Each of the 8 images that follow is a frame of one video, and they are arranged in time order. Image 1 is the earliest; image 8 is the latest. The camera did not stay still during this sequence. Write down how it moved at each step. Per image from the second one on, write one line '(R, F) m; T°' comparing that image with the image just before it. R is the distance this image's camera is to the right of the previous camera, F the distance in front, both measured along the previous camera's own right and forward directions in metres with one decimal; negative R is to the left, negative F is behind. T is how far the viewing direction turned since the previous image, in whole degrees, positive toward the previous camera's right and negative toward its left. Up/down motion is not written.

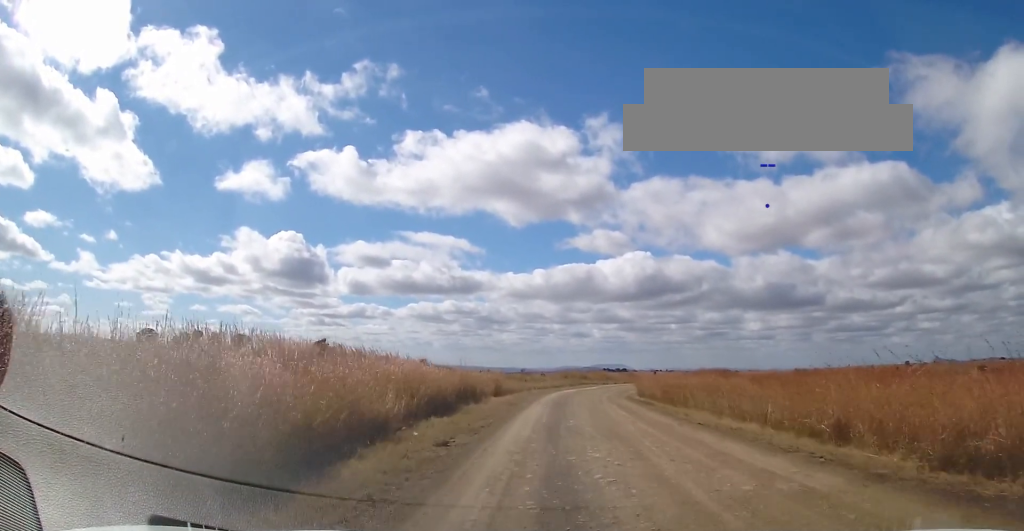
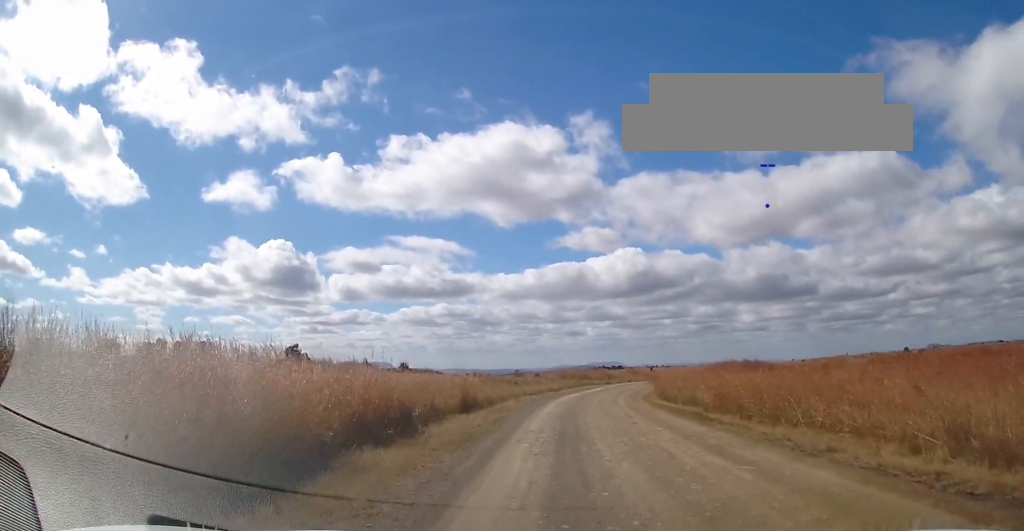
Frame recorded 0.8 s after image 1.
(-0.3, +13.3) m; 0°
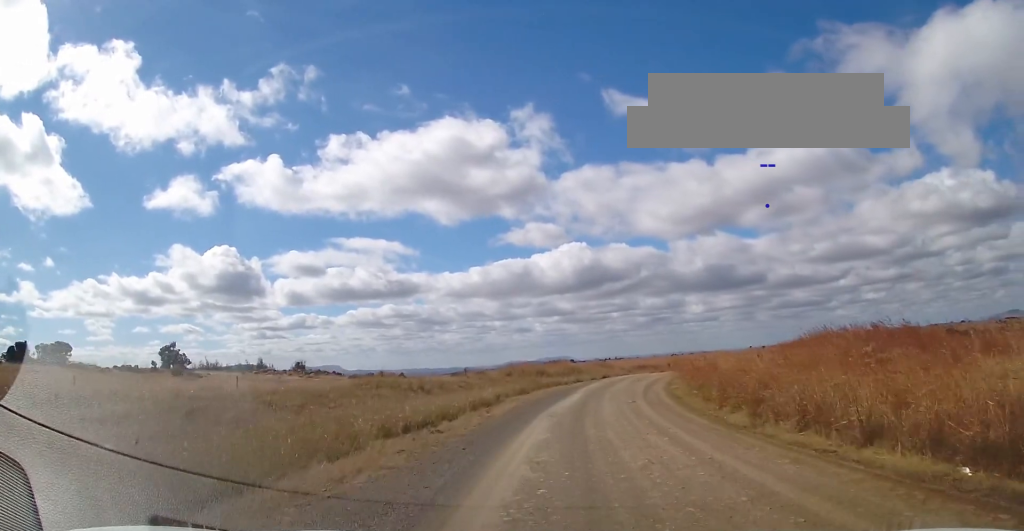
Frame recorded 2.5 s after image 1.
(+1.0, +30.9) m; +5°
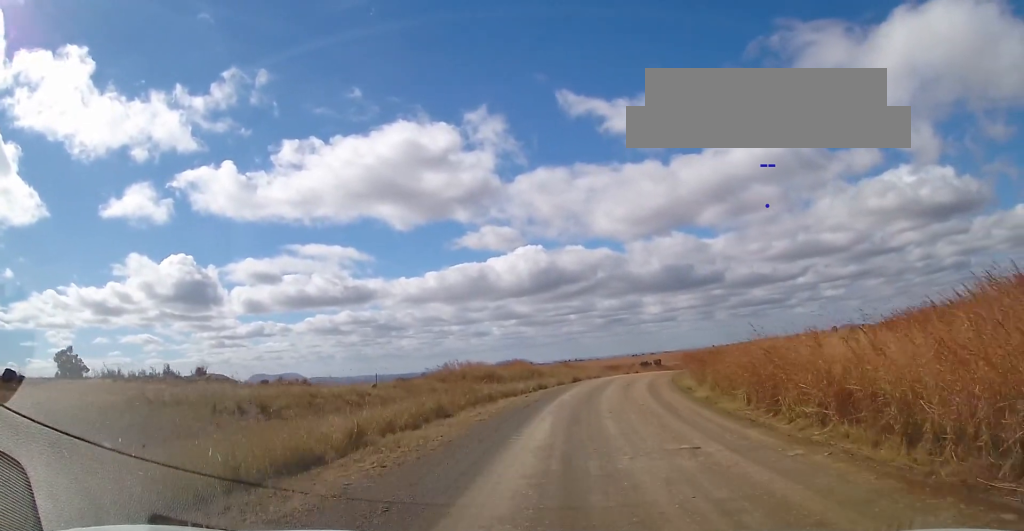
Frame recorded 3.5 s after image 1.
(+0.5, +17.1) m; +4°
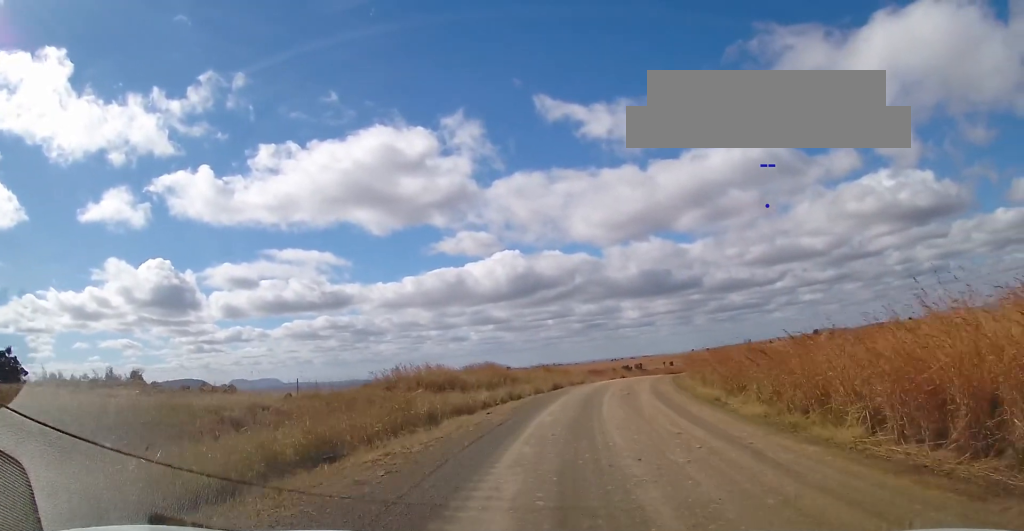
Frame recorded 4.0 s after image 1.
(0.0, +8.9) m; +2°
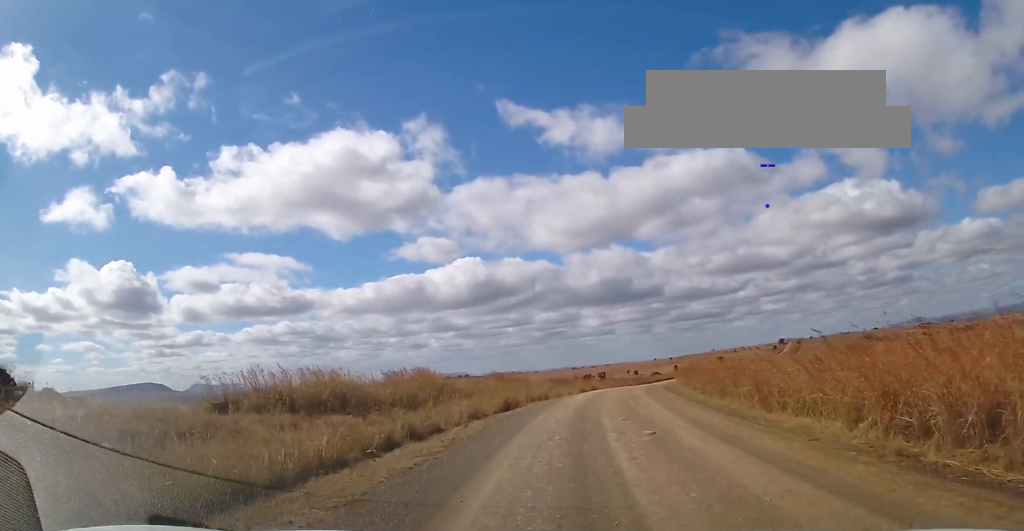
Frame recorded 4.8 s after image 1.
(+0.5, +14.6) m; +4°
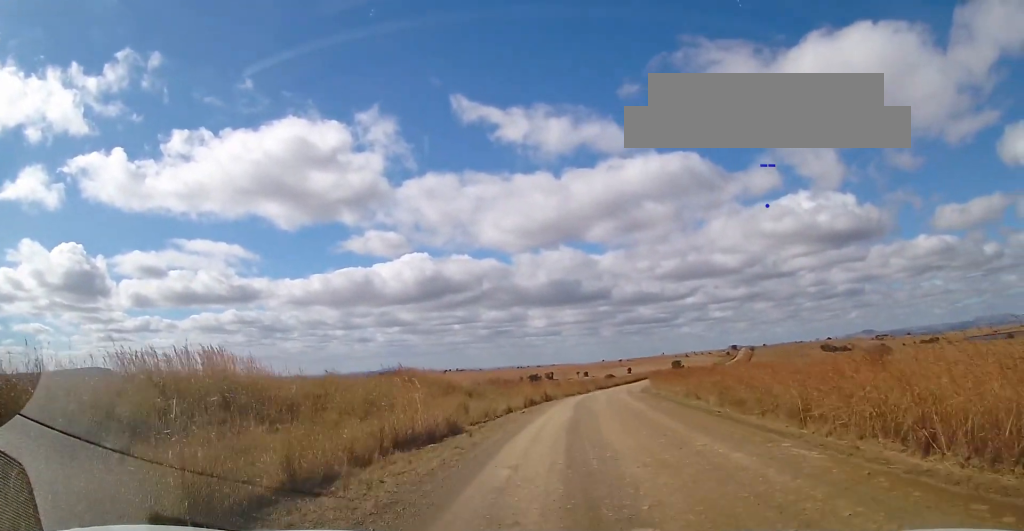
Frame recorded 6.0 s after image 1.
(+1.0, +23.3) m; +5°
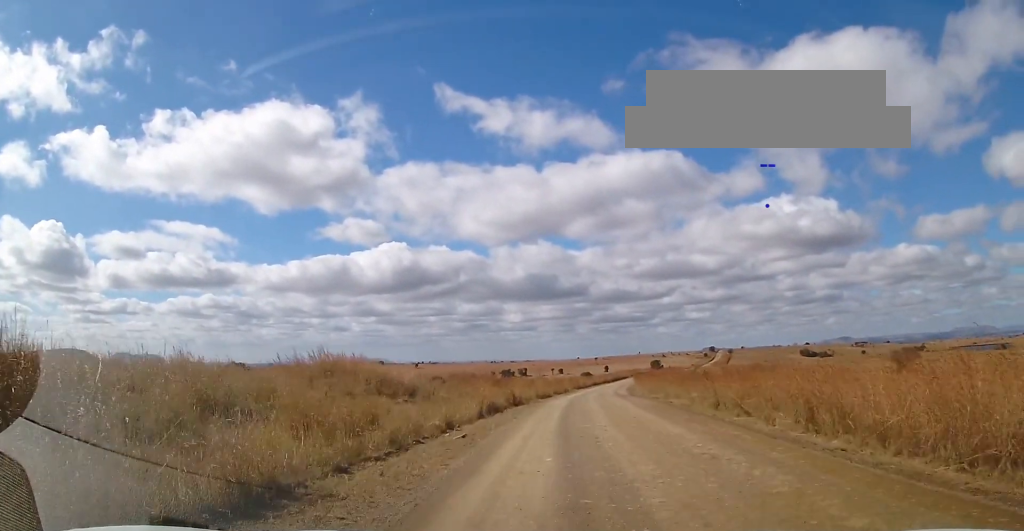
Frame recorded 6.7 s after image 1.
(+0.2, +12.2) m; +3°
